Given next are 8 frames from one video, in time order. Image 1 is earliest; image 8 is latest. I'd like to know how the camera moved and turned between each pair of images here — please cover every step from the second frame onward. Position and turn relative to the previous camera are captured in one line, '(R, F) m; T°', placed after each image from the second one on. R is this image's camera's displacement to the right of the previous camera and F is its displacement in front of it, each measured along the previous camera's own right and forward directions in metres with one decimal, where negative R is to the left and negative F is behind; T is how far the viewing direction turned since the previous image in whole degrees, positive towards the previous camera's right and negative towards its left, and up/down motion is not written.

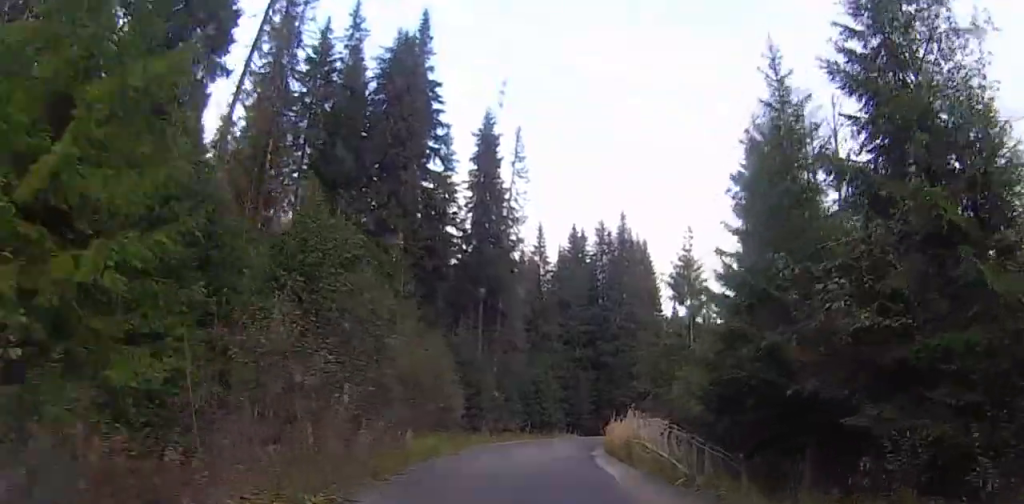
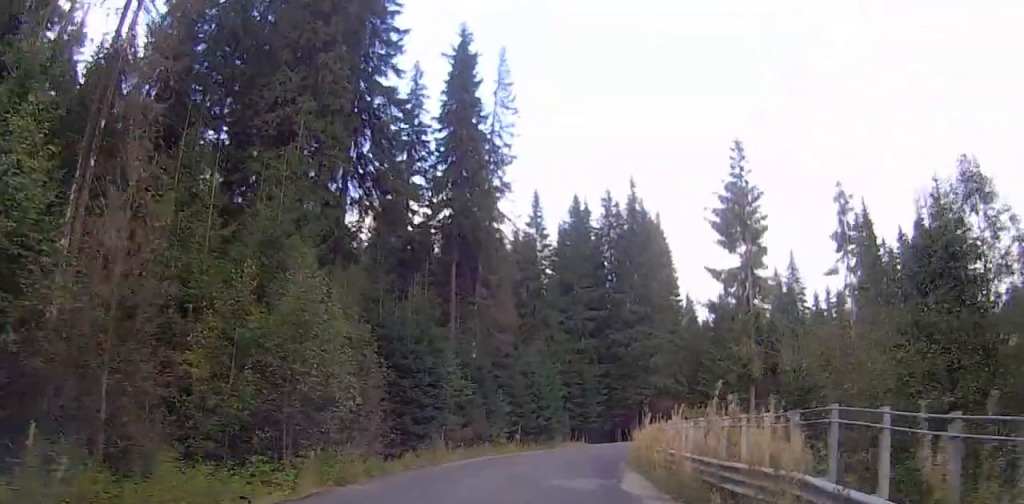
(+0.3, +16.3) m; +3°
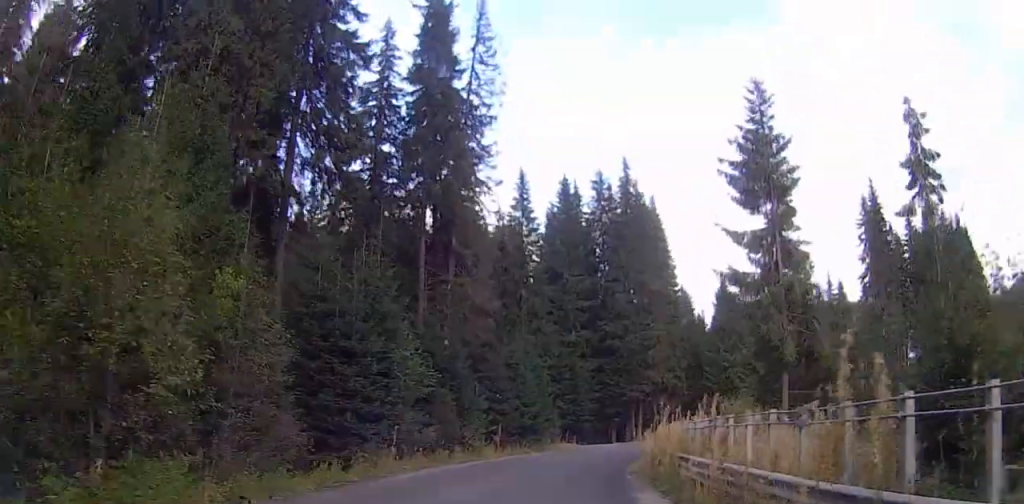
(+0.1, +6.9) m; +1°
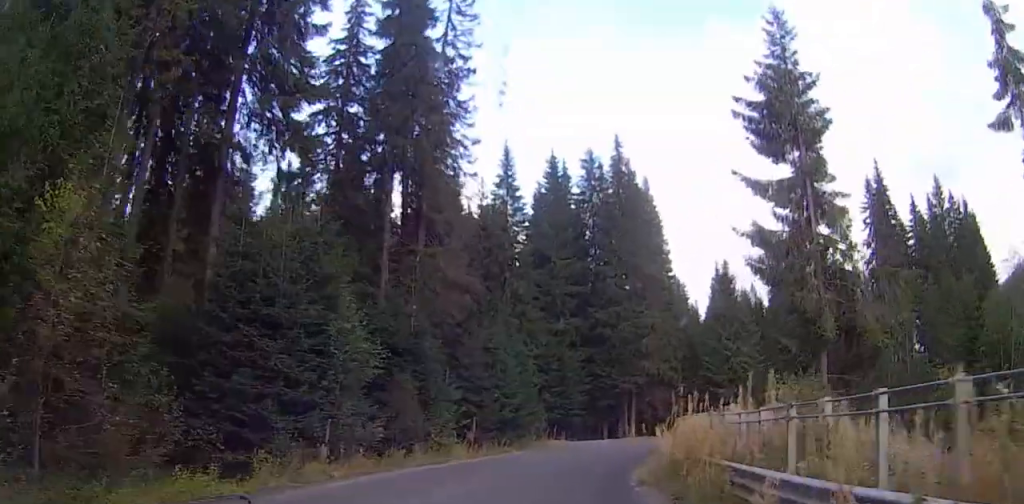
(+0.1, +5.7) m; +1°
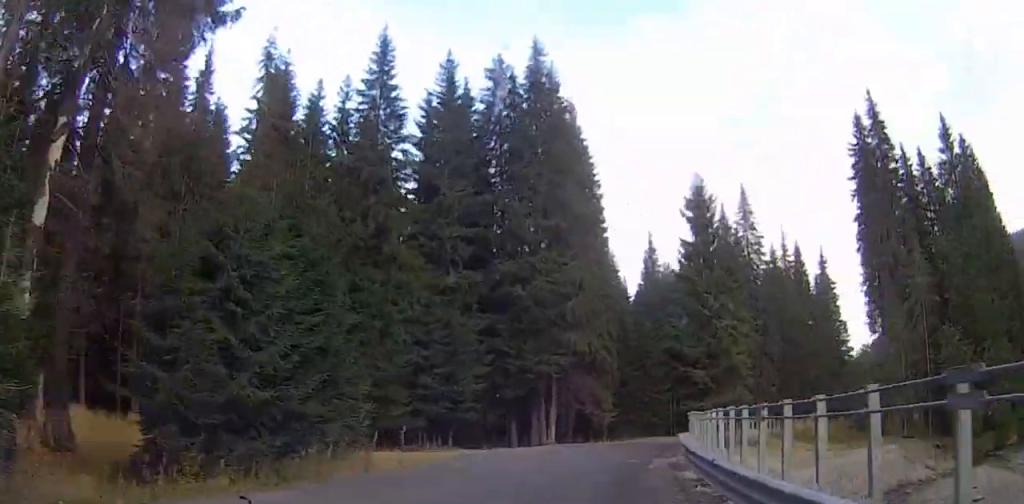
(+0.2, +23.5) m; +2°
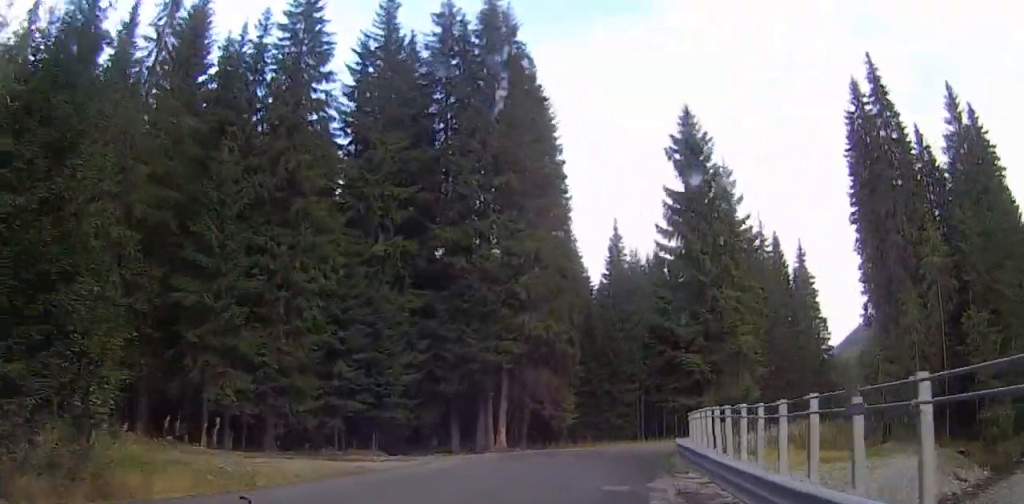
(0.0, +9.9) m; +3°
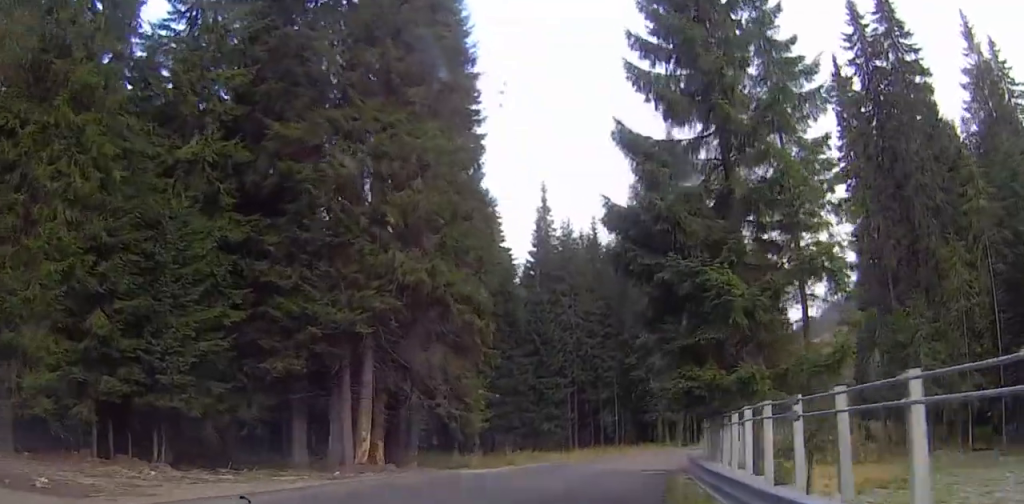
(+0.9, +16.8) m; +6°
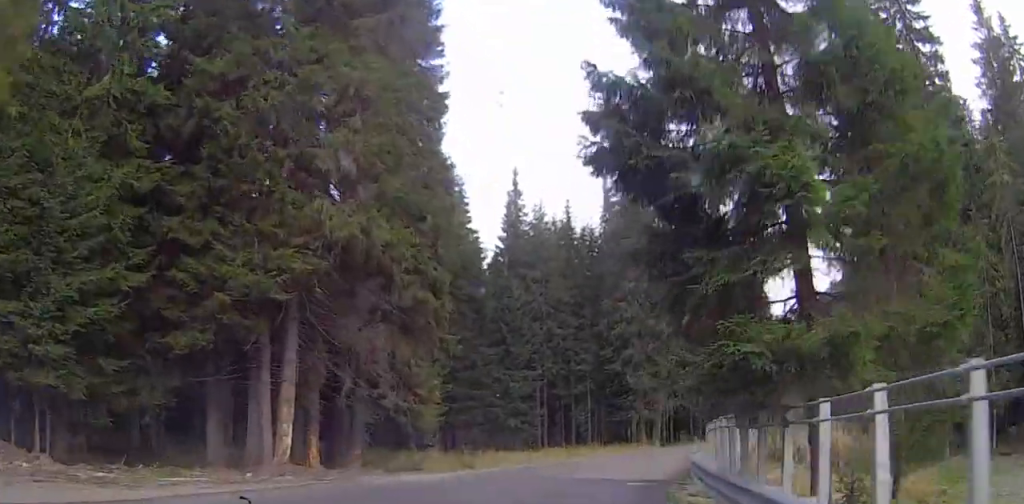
(-0.3, +5.5) m; +4°
